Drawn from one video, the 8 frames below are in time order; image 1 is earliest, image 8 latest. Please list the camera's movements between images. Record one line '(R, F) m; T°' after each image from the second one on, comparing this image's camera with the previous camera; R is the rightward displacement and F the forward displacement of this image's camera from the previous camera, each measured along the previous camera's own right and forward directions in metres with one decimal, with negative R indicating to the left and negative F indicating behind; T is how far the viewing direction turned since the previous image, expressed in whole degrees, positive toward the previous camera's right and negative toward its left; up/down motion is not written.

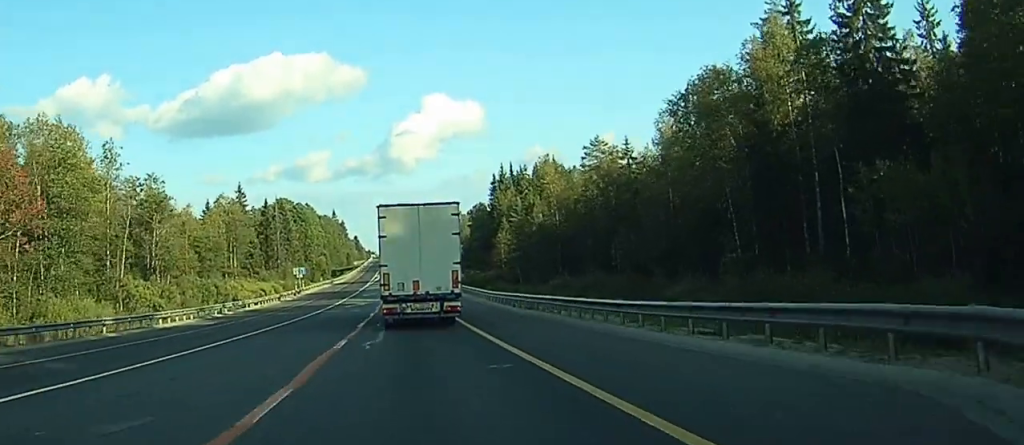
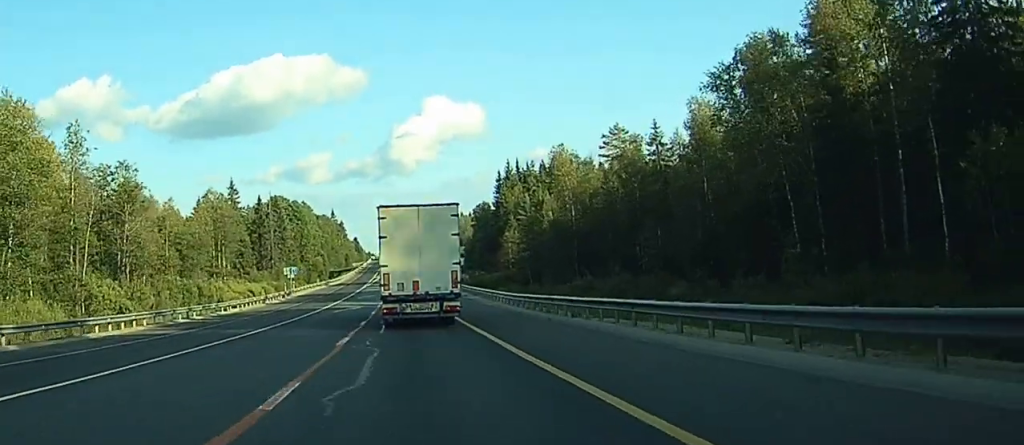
(0.0, +11.0) m; 0°
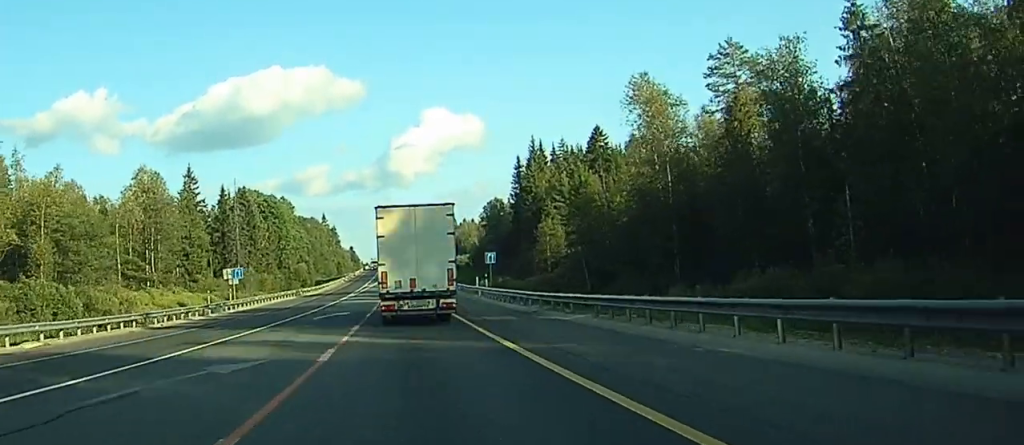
(+0.1, +40.6) m; 0°
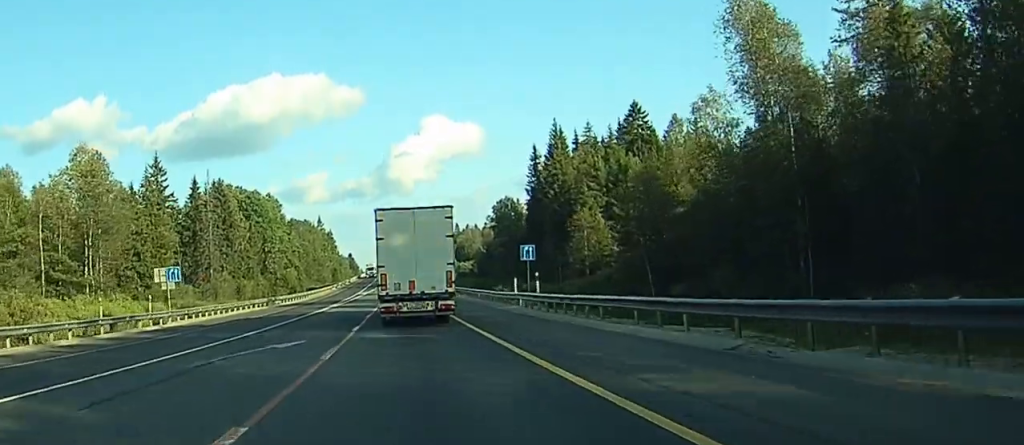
(0.0, +23.1) m; +2°
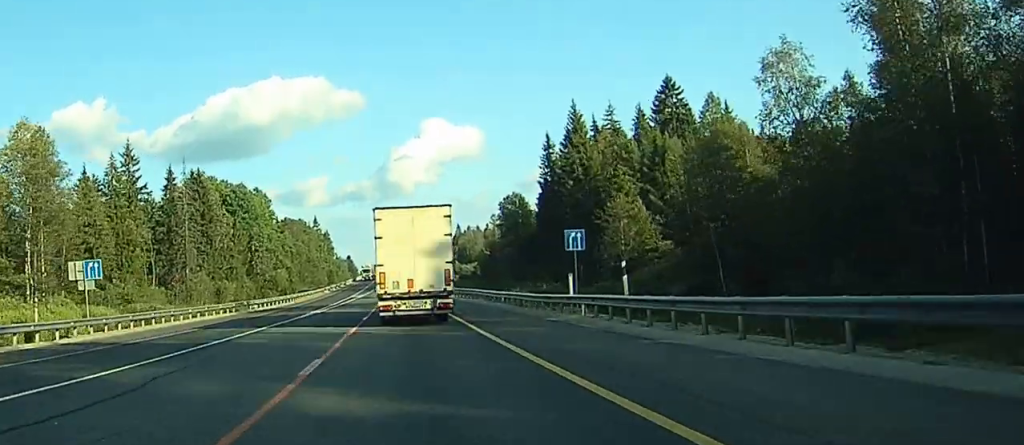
(+0.2, +15.4) m; 0°
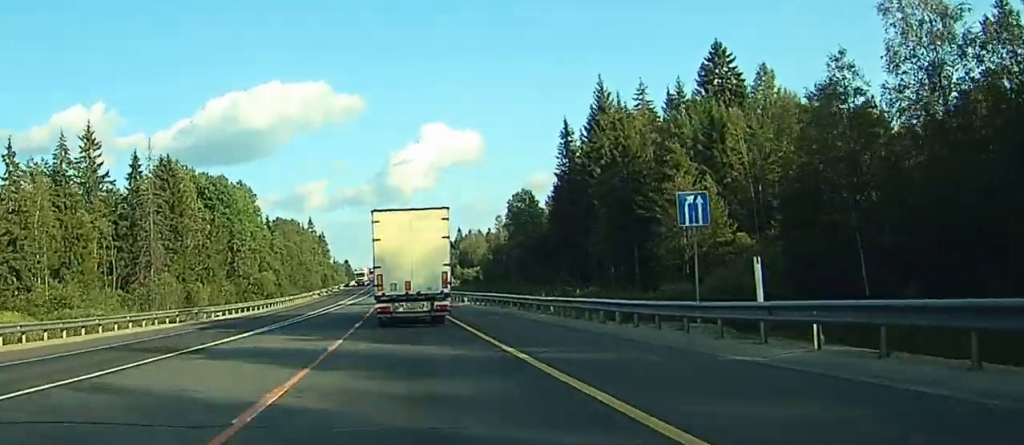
(+1.1, +17.1) m; -2°
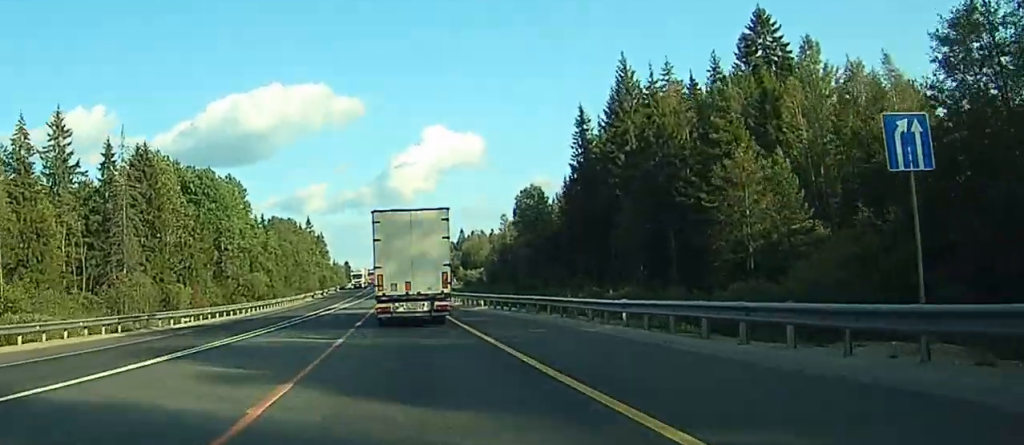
(-1.0, +10.9) m; -1°
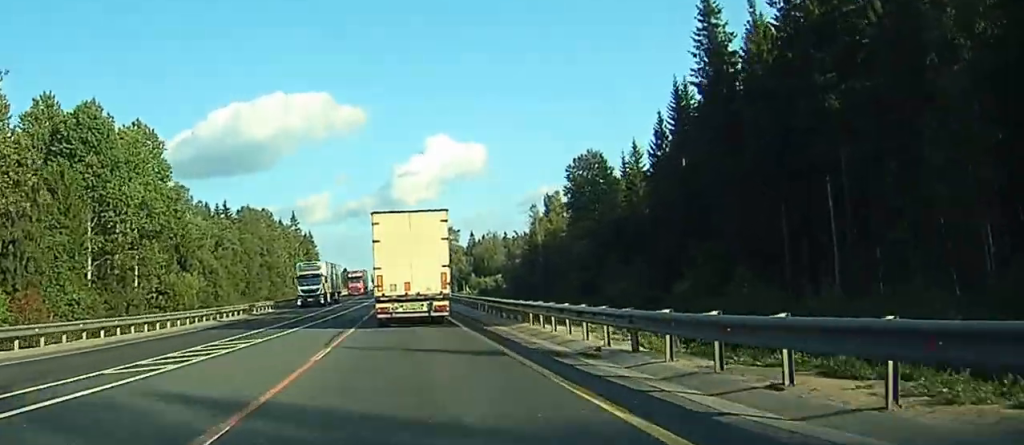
(-0.6, +52.0) m; +1°
